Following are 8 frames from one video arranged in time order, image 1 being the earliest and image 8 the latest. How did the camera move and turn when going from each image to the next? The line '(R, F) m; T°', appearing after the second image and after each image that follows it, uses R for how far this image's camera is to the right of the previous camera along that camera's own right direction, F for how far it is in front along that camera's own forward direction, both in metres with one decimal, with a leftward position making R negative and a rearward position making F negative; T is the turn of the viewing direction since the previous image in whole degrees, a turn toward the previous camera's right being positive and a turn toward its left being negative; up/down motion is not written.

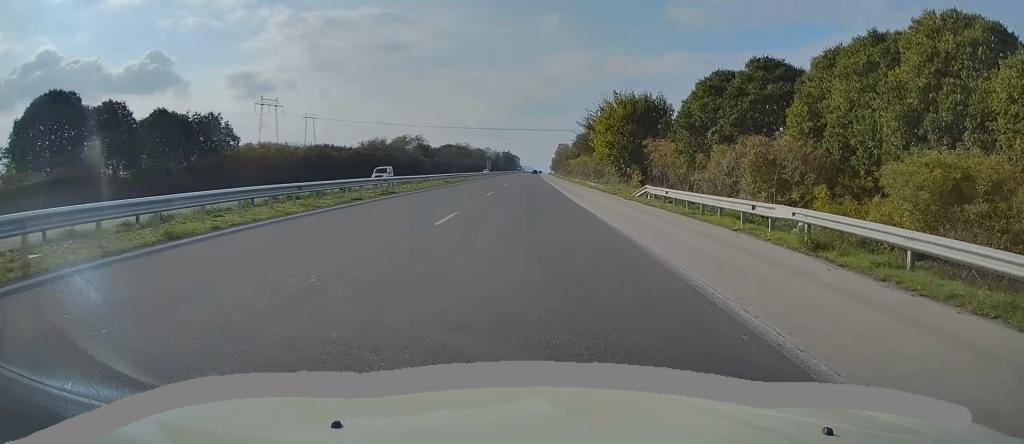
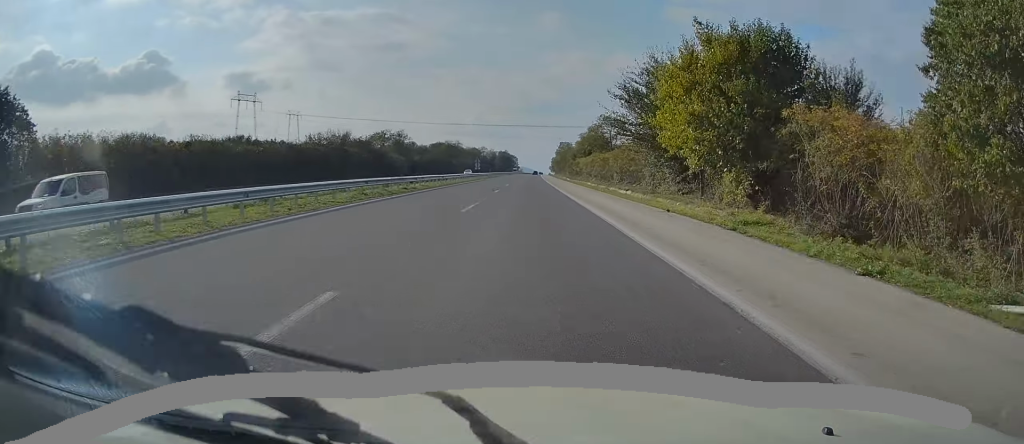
(+0.2, +28.0) m; 0°
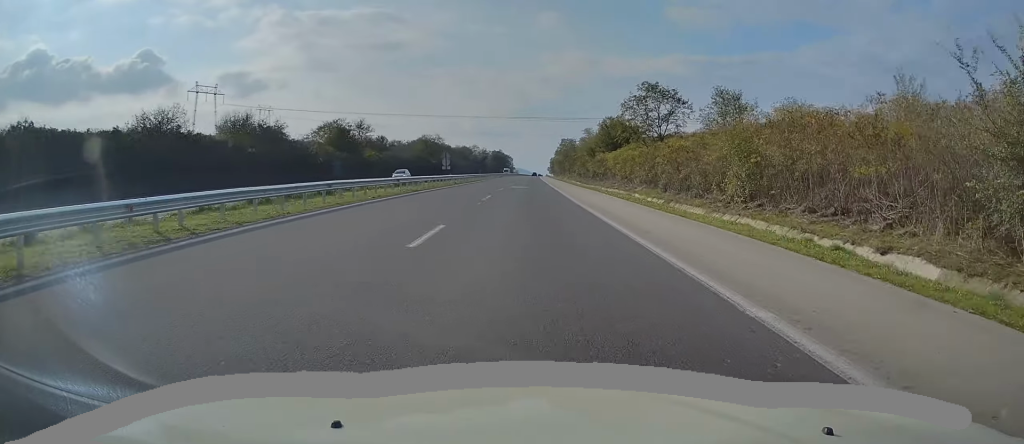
(-0.1, +41.1) m; -1°
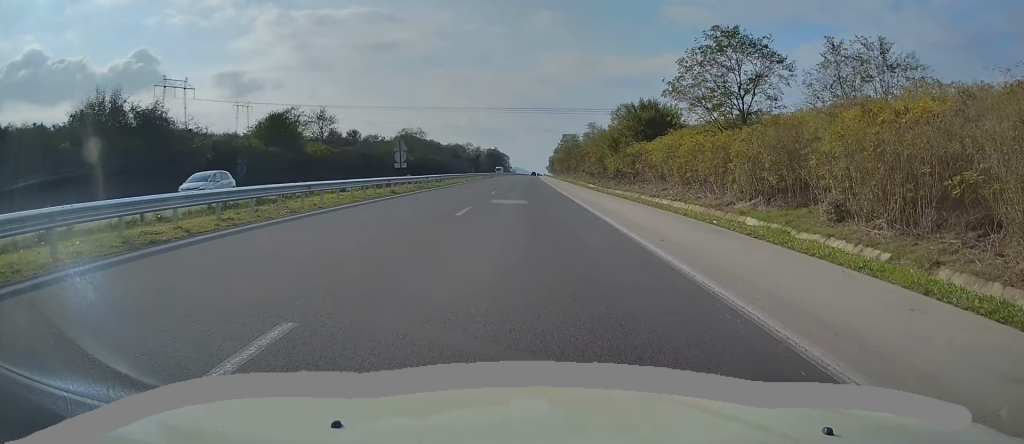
(0.0, +26.1) m; 0°
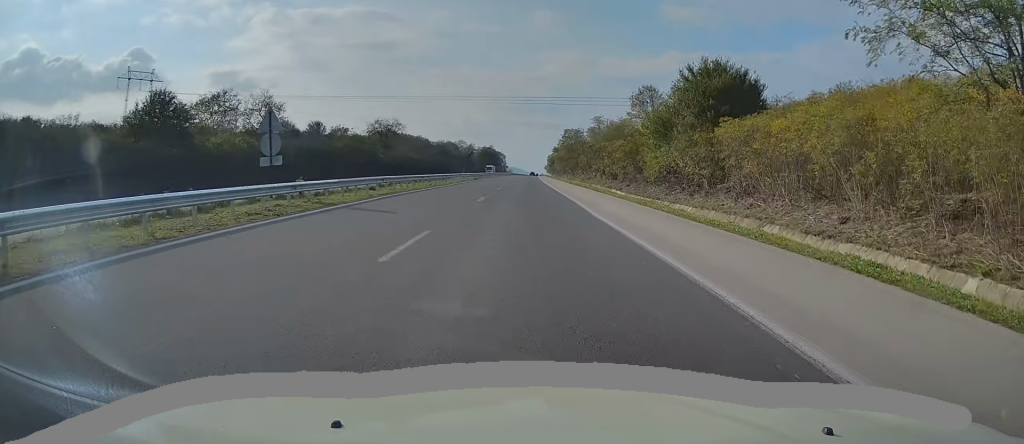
(+0.2, +25.2) m; 0°
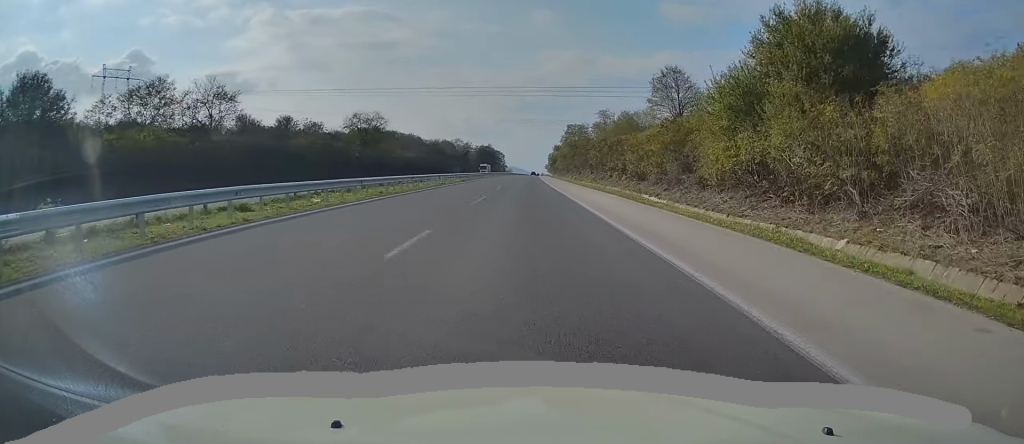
(+0.2, +16.1) m; 0°
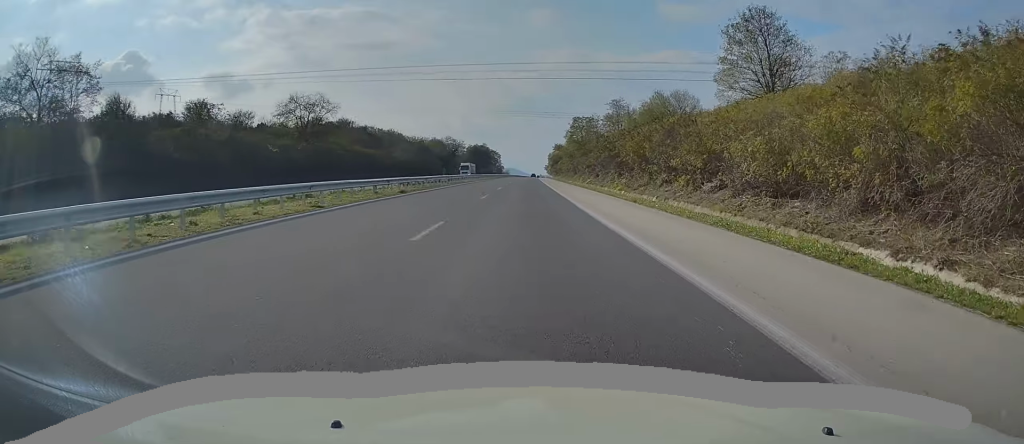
(-0.4, +30.2) m; 0°
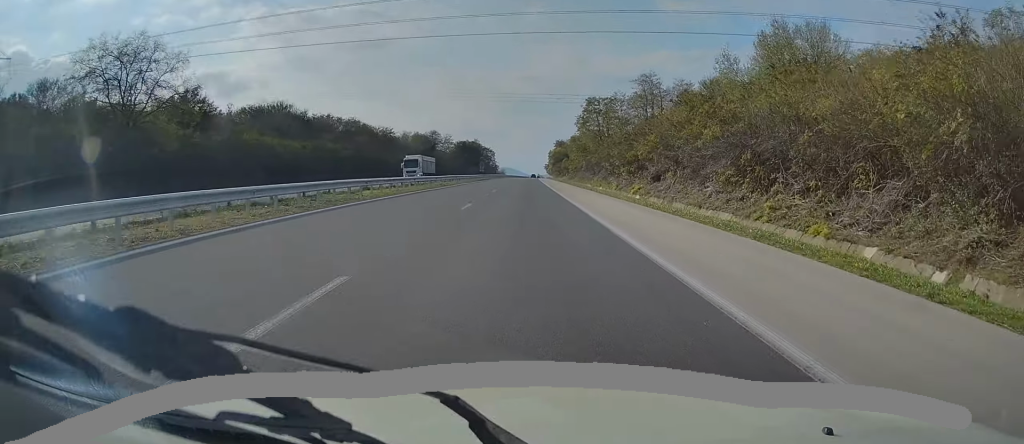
(+0.6, +40.2) m; +1°
